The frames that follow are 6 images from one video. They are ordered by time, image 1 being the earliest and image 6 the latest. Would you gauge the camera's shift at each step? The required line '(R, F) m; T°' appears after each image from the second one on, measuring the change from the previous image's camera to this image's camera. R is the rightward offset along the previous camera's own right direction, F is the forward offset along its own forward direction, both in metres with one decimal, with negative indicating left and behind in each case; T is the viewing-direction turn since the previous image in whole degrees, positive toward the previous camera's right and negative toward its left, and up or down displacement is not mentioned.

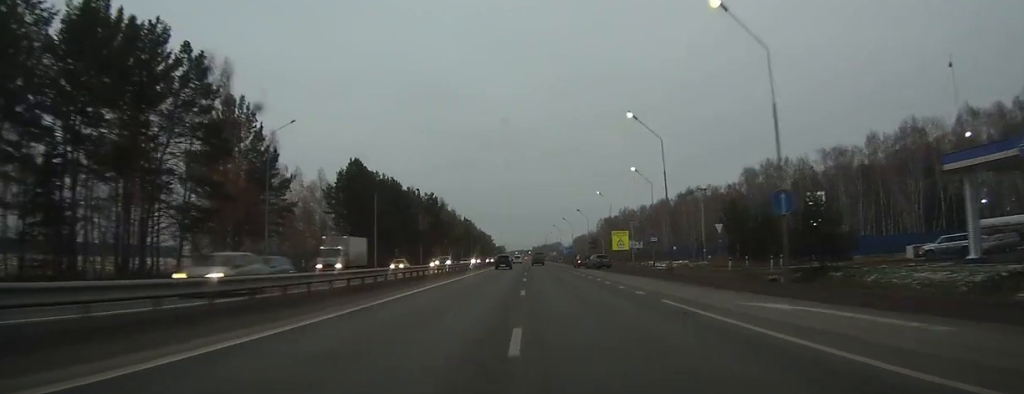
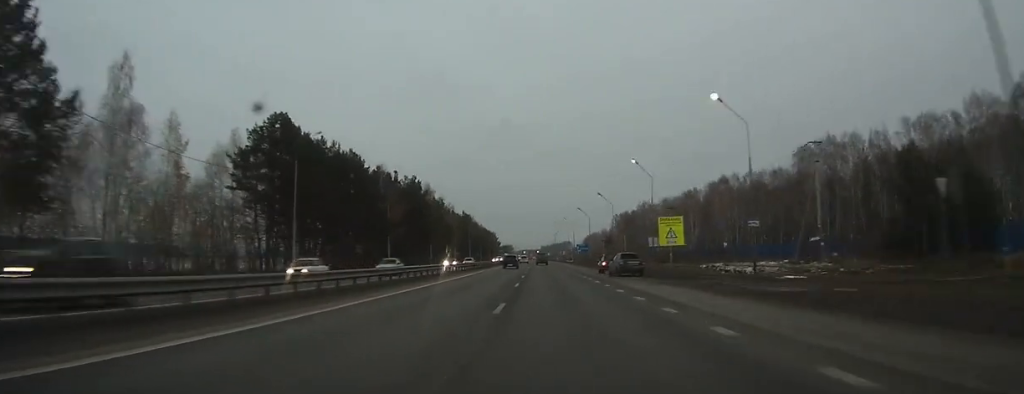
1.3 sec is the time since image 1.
(0.0, +29.7) m; 0°
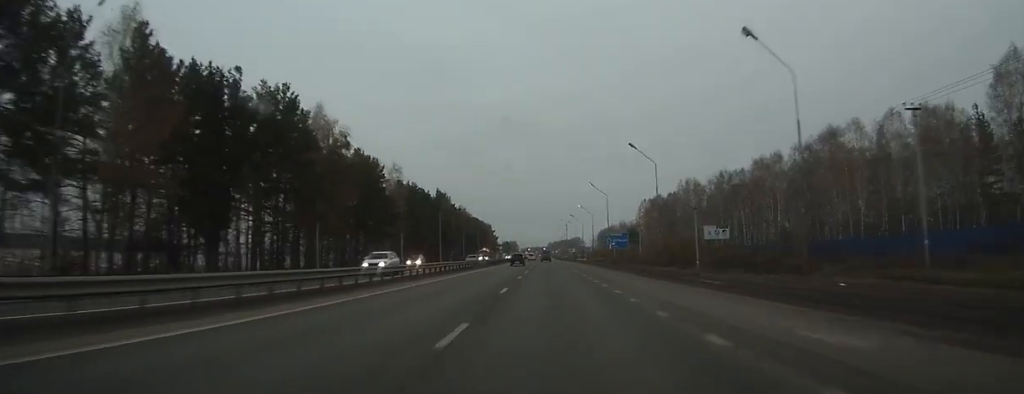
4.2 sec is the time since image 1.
(-0.6, +65.3) m; -2°
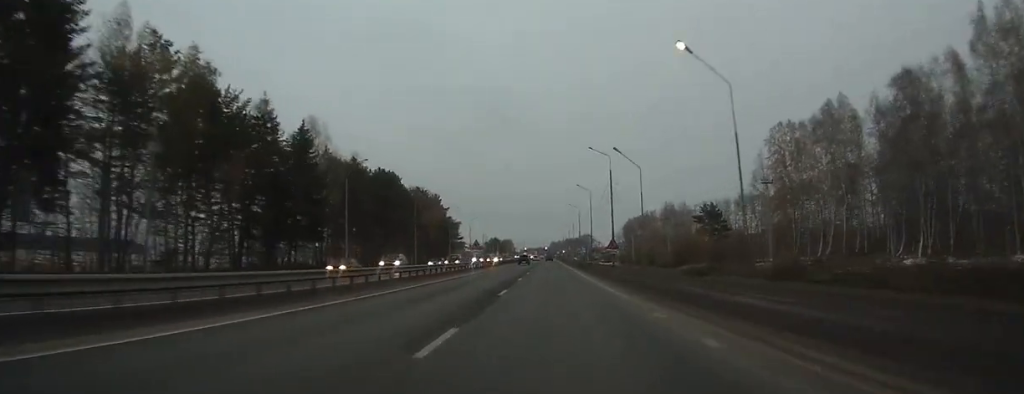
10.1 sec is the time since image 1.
(-1.2, +135.3) m; 0°
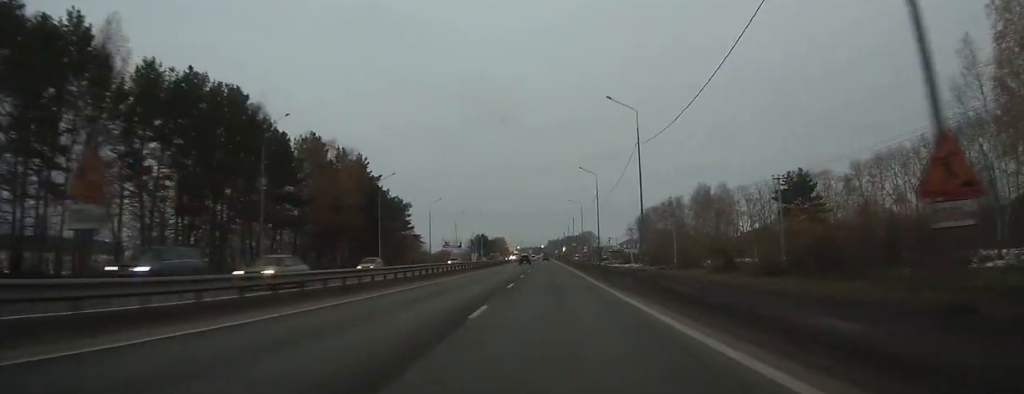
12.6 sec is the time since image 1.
(0.0, +55.6) m; 0°
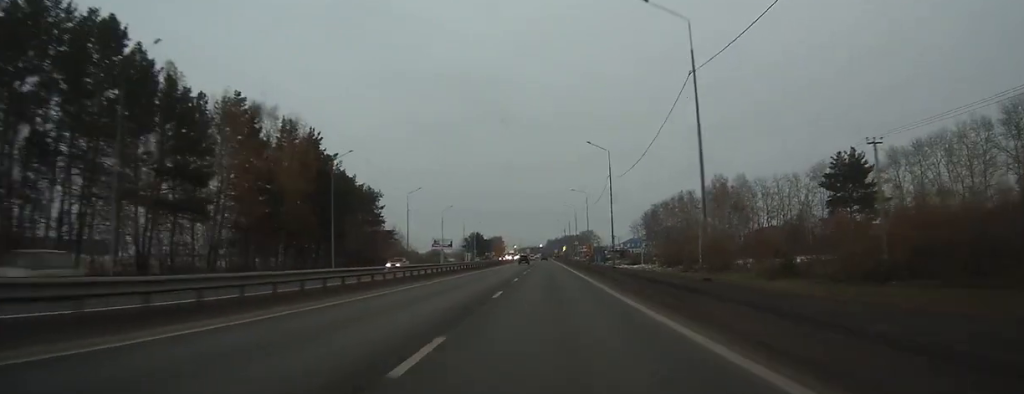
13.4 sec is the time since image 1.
(-0.1, +18.0) m; 0°
